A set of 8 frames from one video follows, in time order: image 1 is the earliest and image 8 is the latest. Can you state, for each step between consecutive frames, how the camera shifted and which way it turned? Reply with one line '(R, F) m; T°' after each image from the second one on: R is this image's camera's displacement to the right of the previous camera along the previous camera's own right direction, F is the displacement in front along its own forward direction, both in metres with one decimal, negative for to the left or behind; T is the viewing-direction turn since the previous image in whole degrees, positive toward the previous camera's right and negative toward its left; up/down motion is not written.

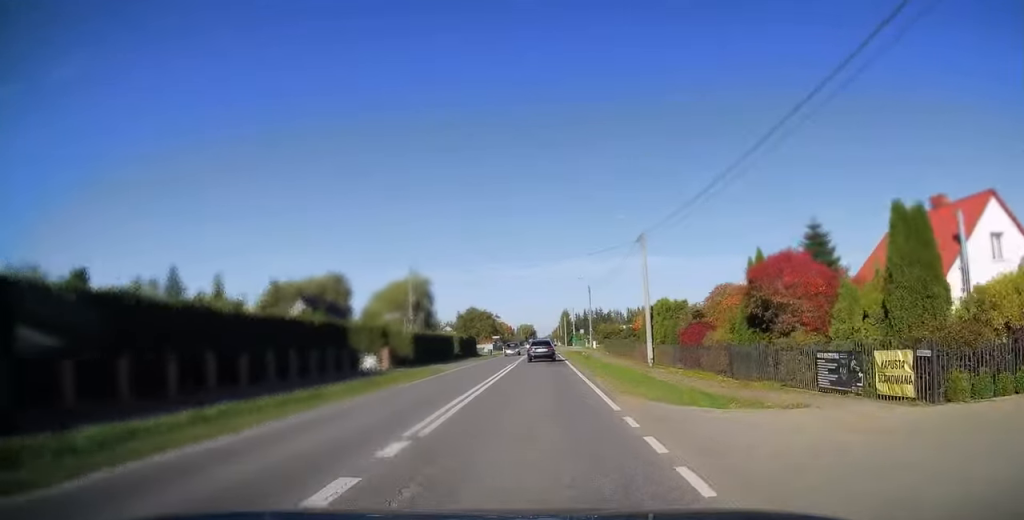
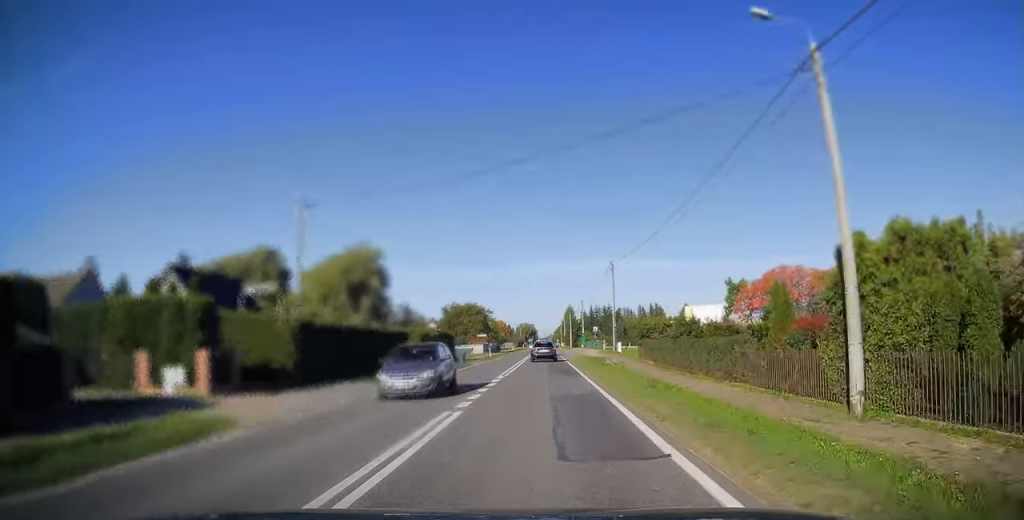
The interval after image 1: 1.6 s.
(-0.1, +25.5) m; 0°
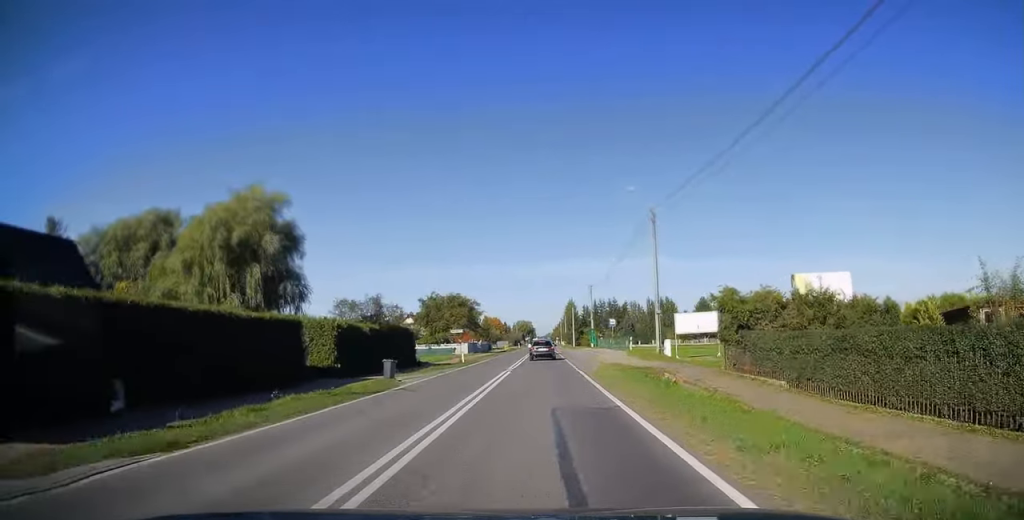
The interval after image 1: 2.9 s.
(0.0, +21.3) m; 0°
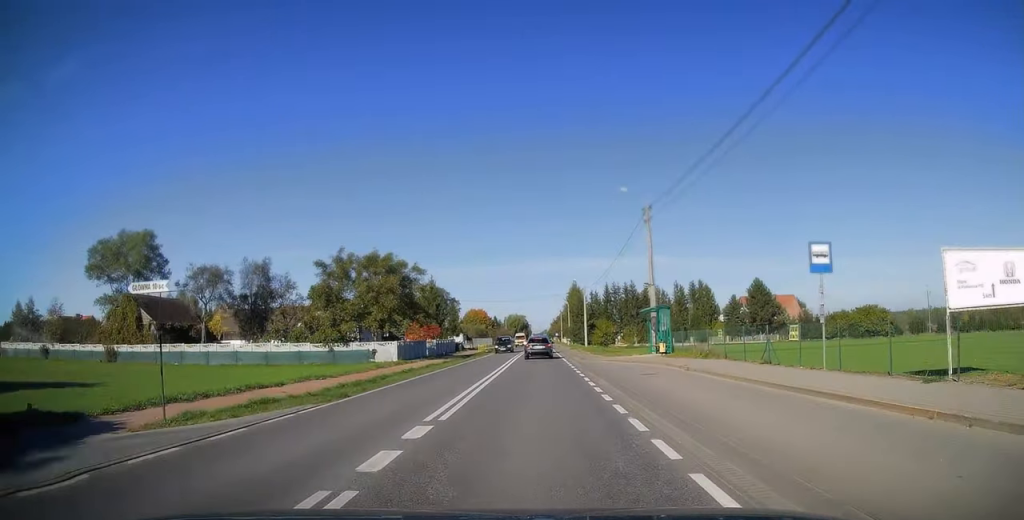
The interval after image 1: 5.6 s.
(+0.1, +44.1) m; 0°
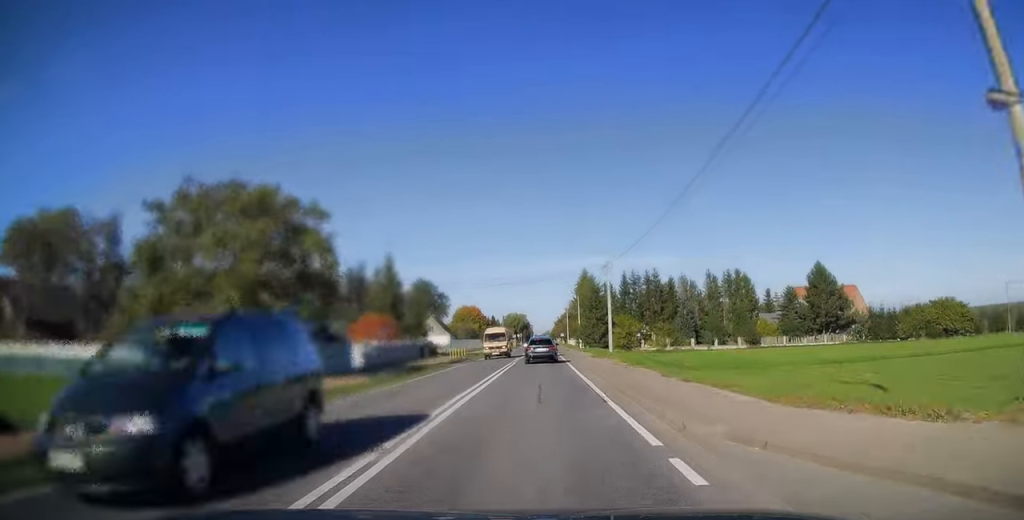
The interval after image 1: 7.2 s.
(0.0, +26.3) m; 0°
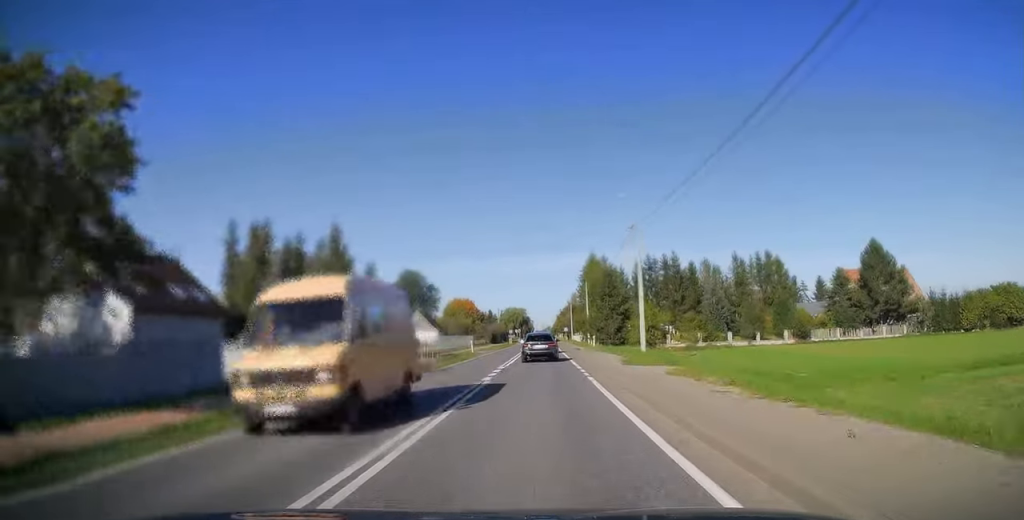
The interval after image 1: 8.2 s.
(0.0, +16.7) m; 0°
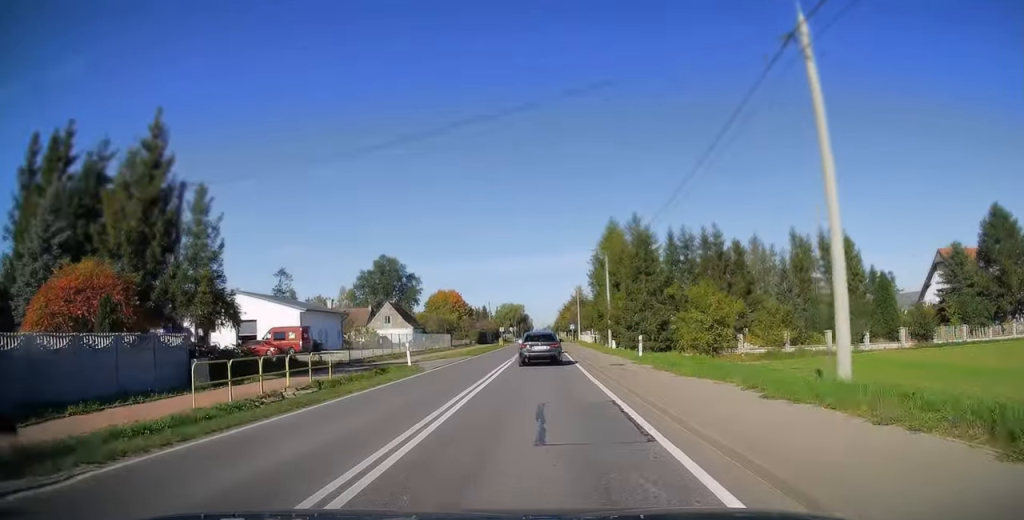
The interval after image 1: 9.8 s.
(0.0, +25.2) m; 0°
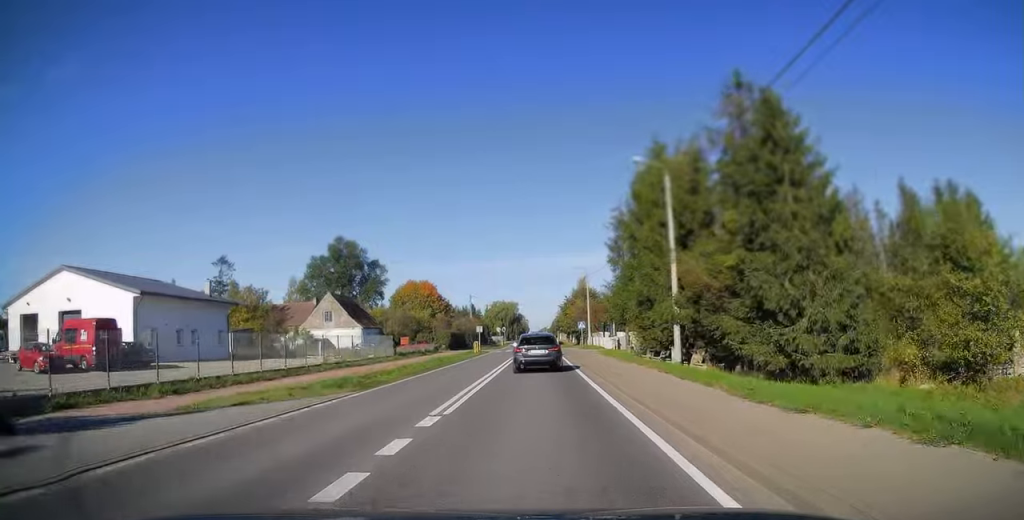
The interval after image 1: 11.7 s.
(0.0, +28.8) m; 0°
